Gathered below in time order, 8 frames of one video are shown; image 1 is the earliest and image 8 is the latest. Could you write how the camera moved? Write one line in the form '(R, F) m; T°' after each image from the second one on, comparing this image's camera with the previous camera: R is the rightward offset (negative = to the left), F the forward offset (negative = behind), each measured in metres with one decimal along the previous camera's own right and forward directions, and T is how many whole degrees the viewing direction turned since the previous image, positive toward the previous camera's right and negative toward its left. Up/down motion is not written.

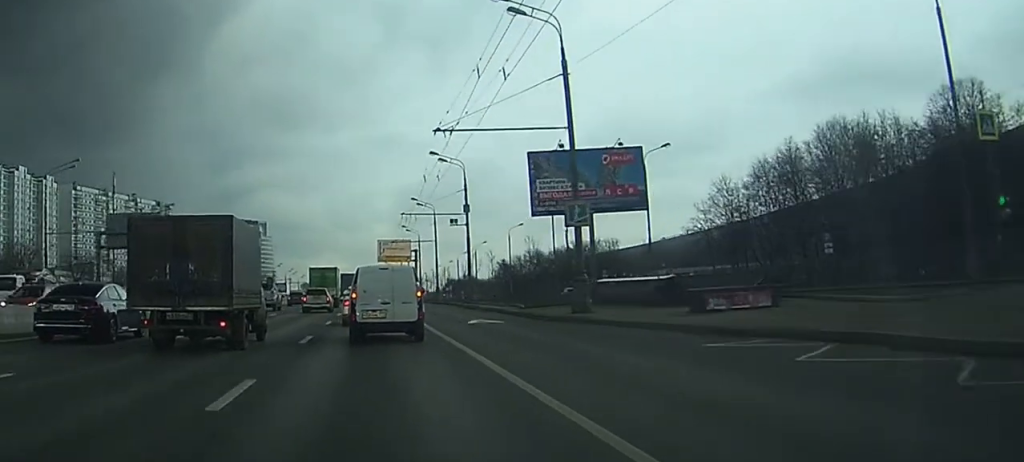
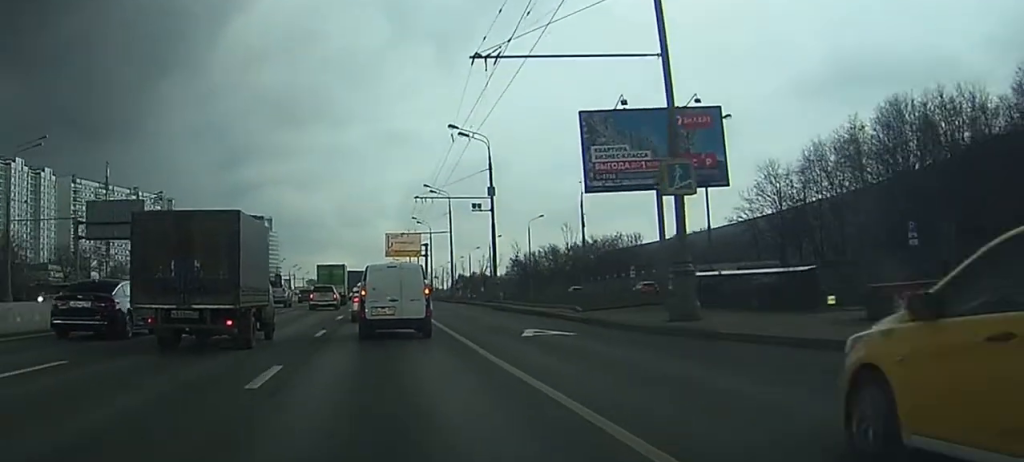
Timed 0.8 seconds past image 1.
(0.0, +10.1) m; 0°
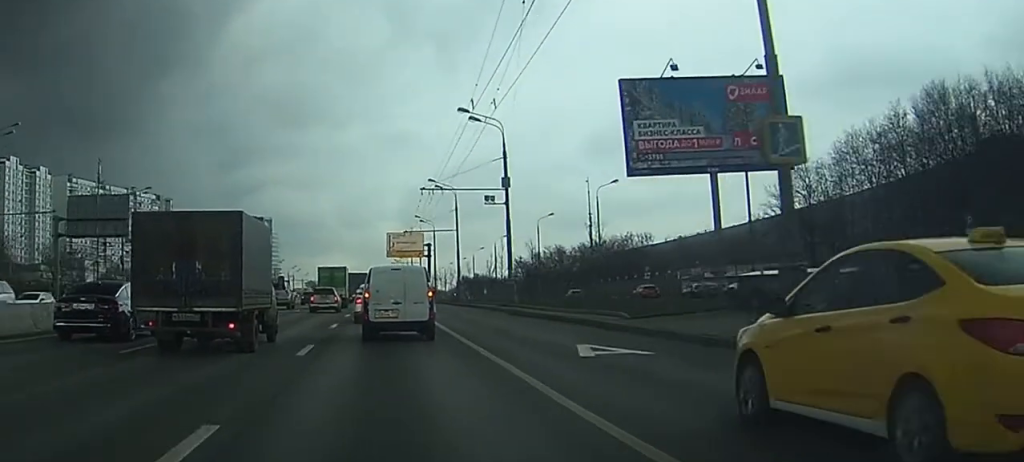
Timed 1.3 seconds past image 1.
(0.0, +5.9) m; 0°
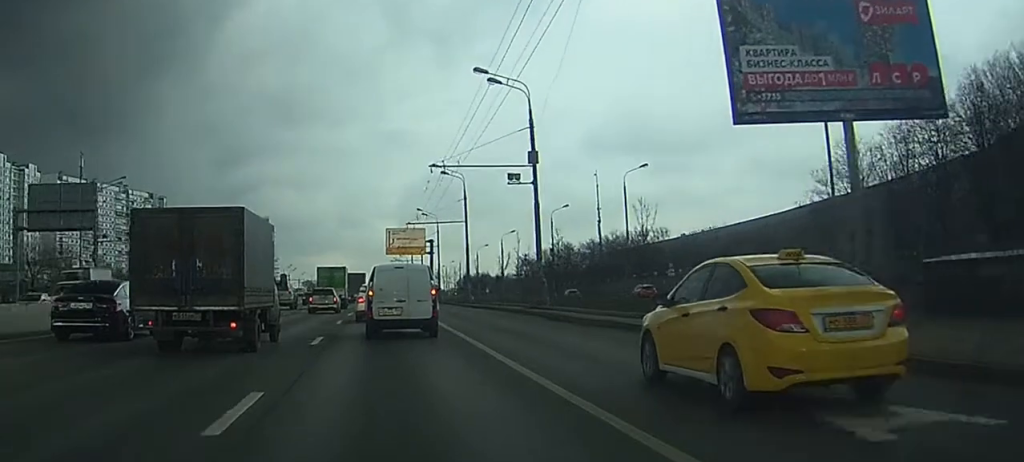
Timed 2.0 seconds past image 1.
(0.0, +9.4) m; 0°
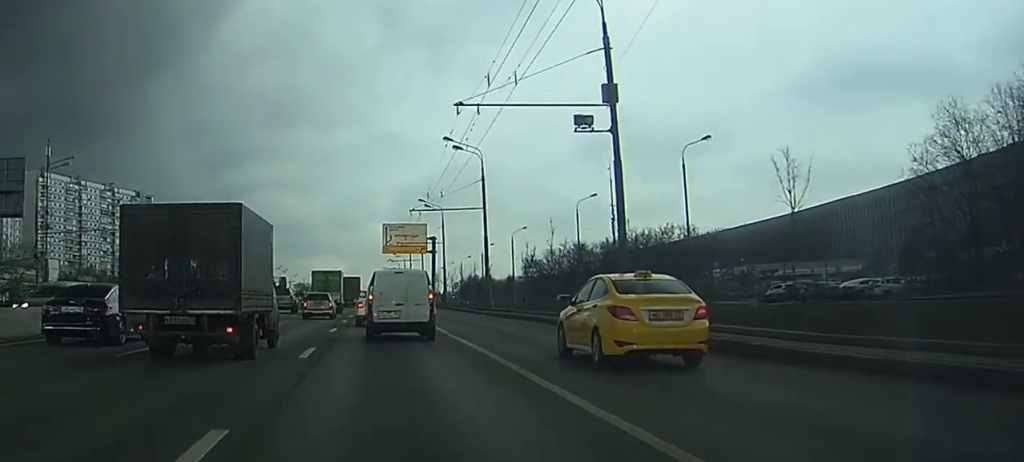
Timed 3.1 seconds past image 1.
(0.0, +14.7) m; +1°
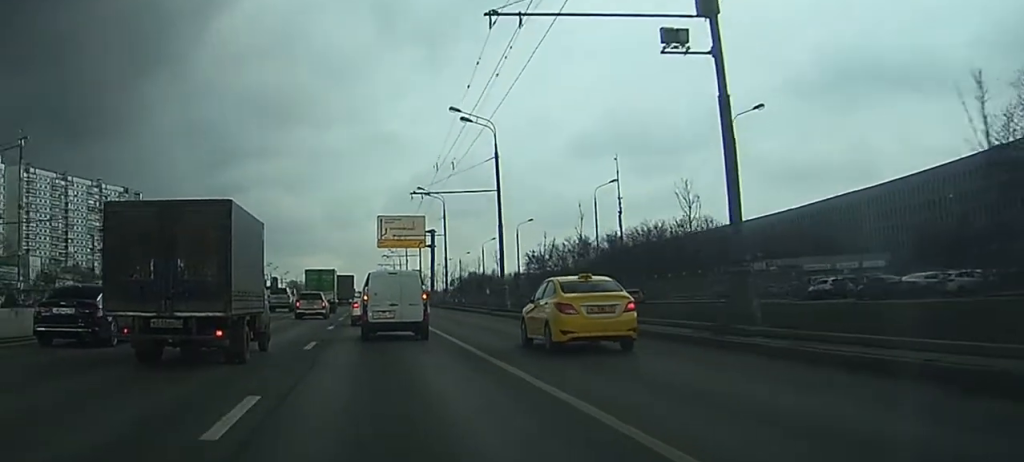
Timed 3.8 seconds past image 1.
(+0.1, +9.3) m; 0°
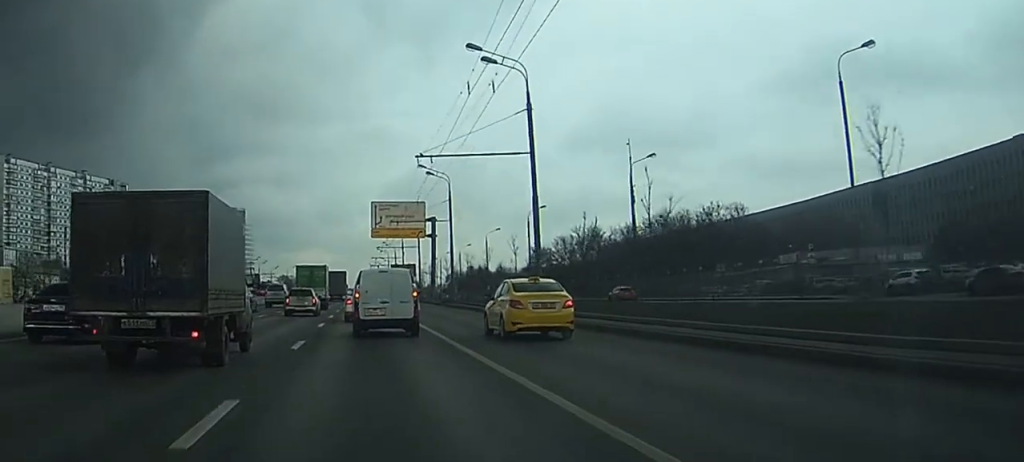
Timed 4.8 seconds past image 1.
(+0.1, +12.5) m; 0°
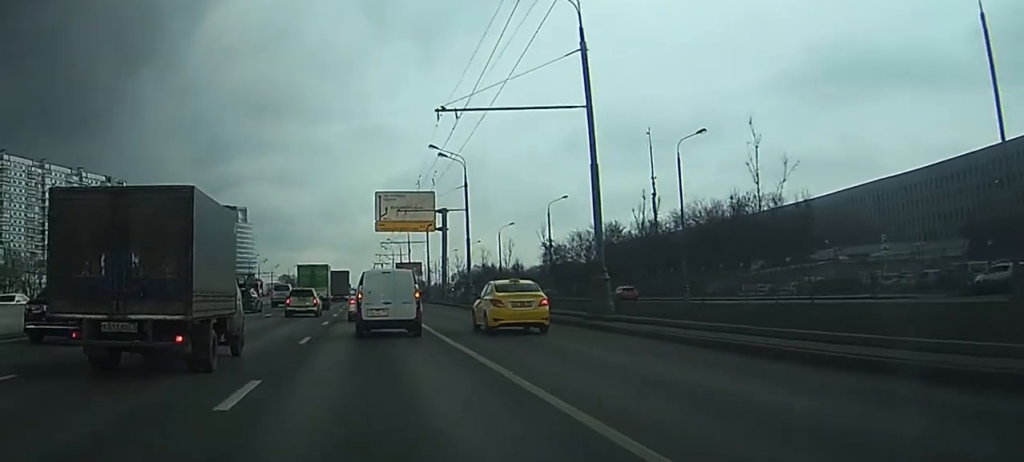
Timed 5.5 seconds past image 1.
(0.0, +9.6) m; 0°
